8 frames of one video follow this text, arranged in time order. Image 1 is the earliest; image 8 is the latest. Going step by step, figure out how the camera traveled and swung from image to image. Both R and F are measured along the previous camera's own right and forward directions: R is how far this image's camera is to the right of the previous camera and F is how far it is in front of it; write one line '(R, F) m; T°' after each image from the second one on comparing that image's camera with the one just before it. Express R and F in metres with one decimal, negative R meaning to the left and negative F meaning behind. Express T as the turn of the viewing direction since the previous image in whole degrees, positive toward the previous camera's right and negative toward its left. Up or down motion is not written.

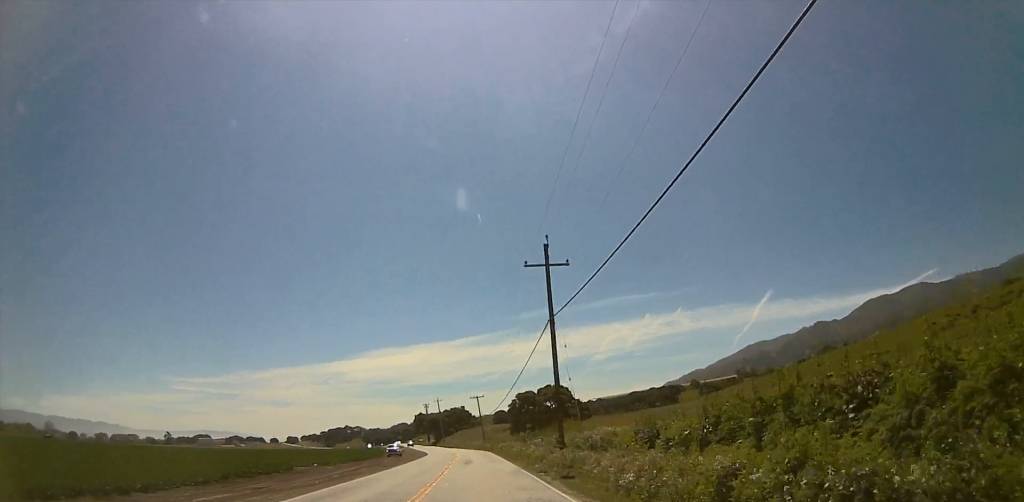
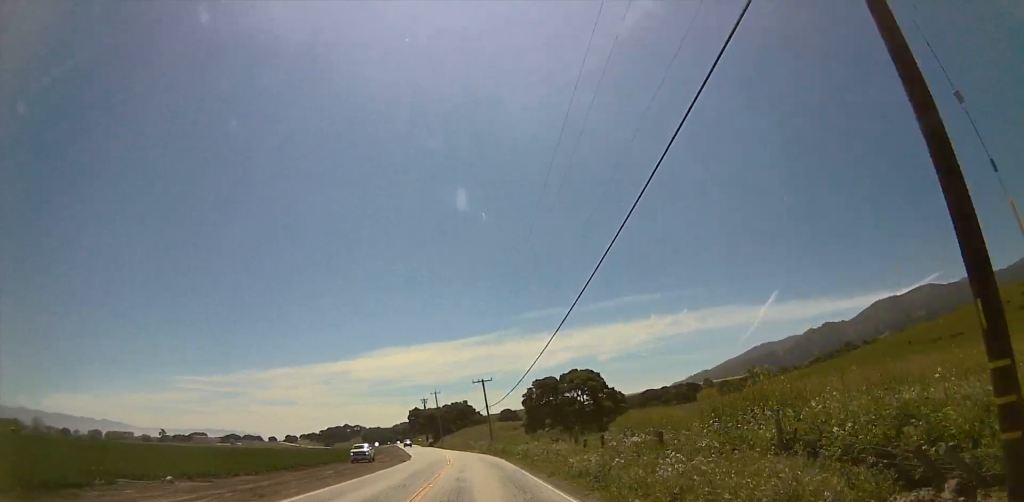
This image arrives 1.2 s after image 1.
(0.0, +29.6) m; 0°
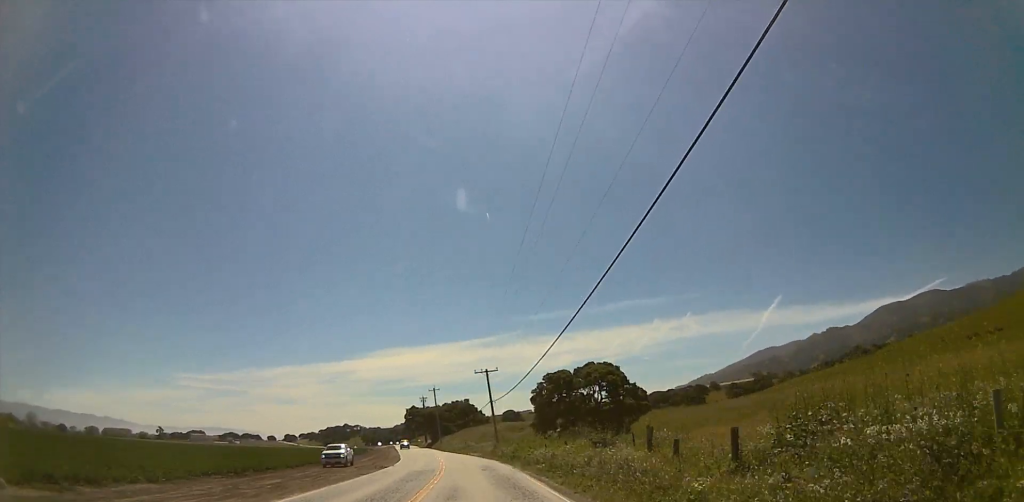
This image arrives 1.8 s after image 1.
(0.0, +12.7) m; 0°
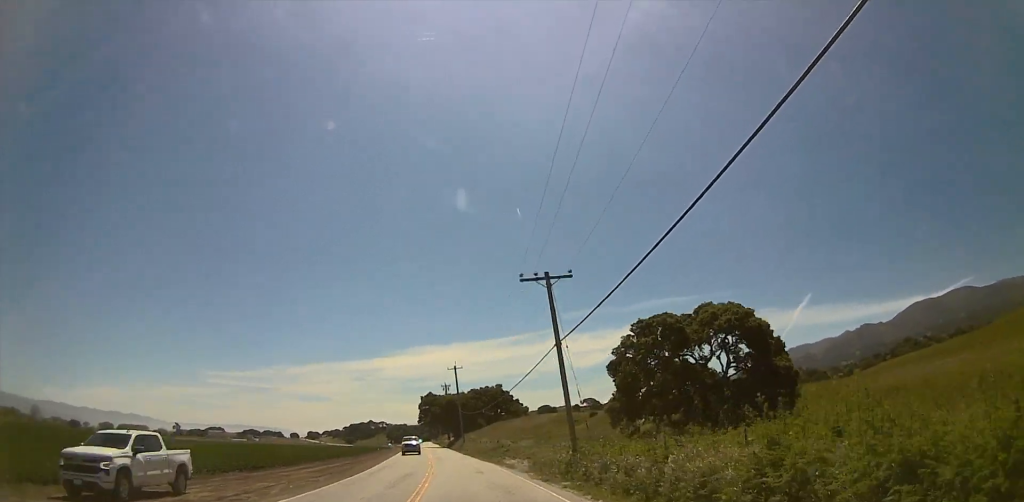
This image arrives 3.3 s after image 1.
(0.0, +37.3) m; 0°
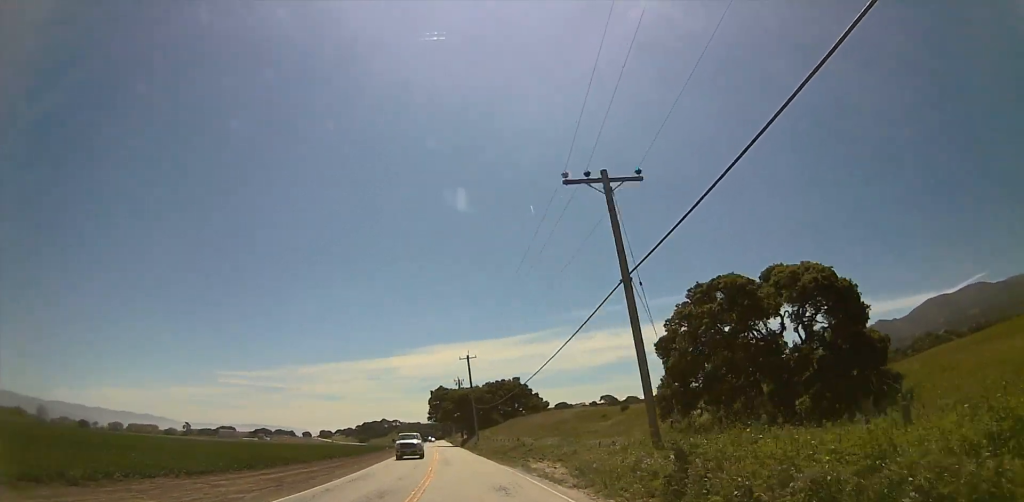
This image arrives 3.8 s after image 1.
(0.0, +11.1) m; -1°
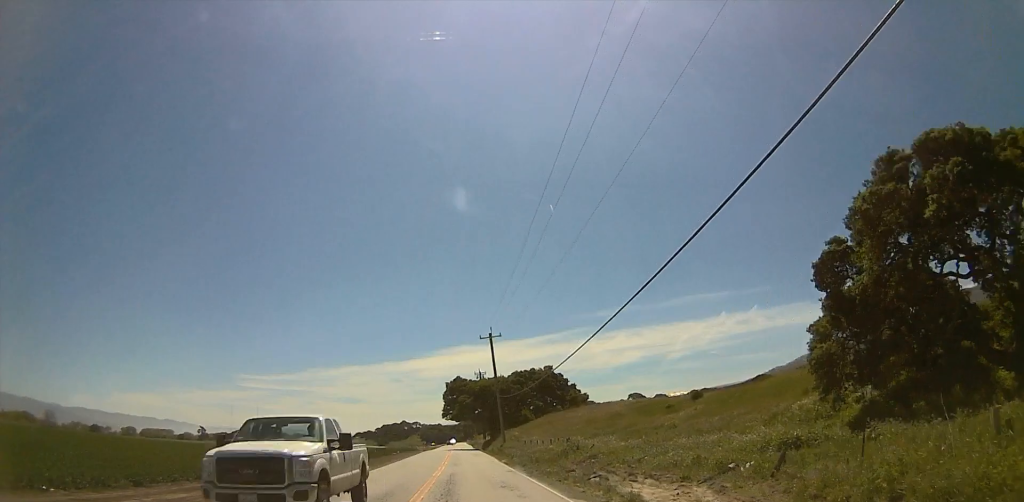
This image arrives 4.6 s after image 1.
(-0.3, +19.9) m; -1°
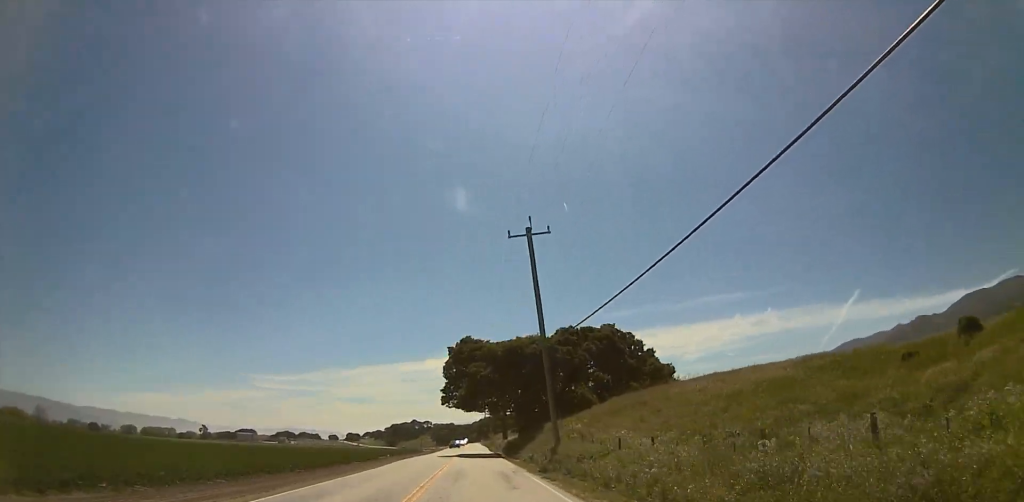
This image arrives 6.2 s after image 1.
(-0.5, +36.8) m; -5°
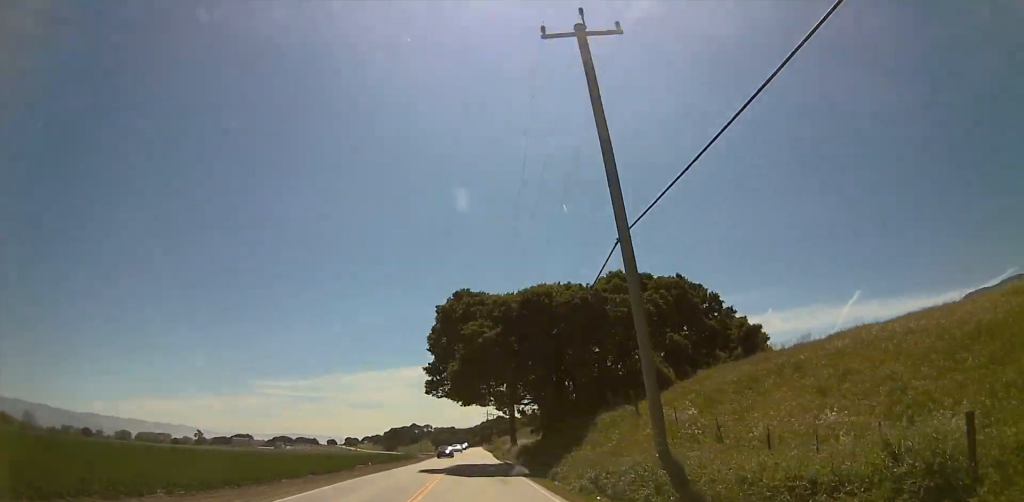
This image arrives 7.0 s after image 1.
(-1.3, +20.1) m; -1°
